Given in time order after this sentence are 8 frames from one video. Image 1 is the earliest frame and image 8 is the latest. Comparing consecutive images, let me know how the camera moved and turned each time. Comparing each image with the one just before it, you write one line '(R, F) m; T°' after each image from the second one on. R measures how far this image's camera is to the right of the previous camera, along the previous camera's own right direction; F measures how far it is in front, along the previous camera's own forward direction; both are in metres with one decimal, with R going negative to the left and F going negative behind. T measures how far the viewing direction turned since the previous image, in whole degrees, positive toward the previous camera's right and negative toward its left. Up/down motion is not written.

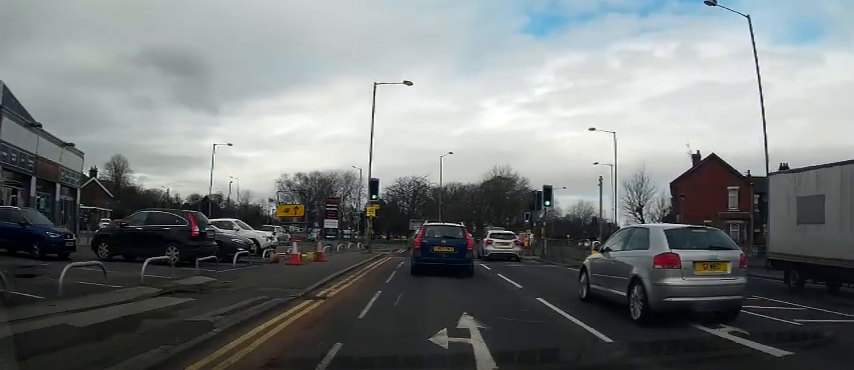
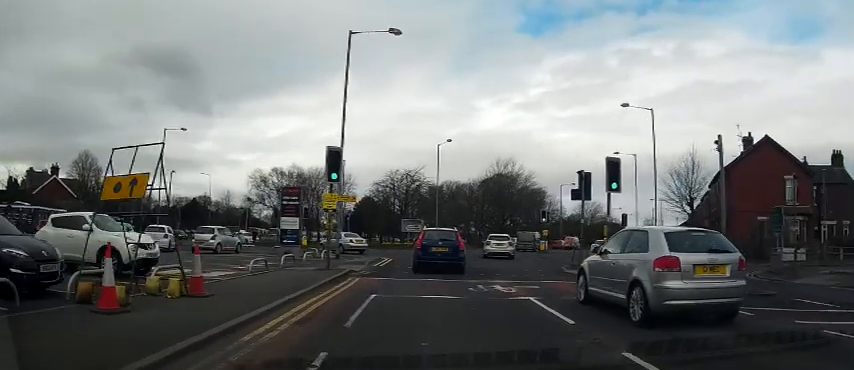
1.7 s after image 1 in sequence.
(+0.6, +11.1) m; +5°
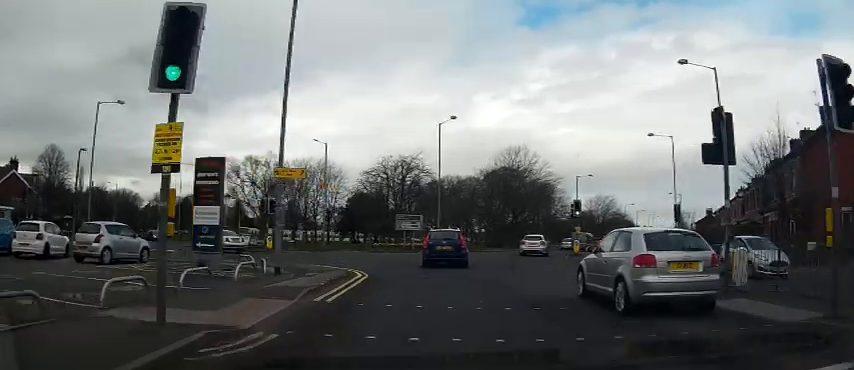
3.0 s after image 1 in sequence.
(+0.3, +10.9) m; +2°
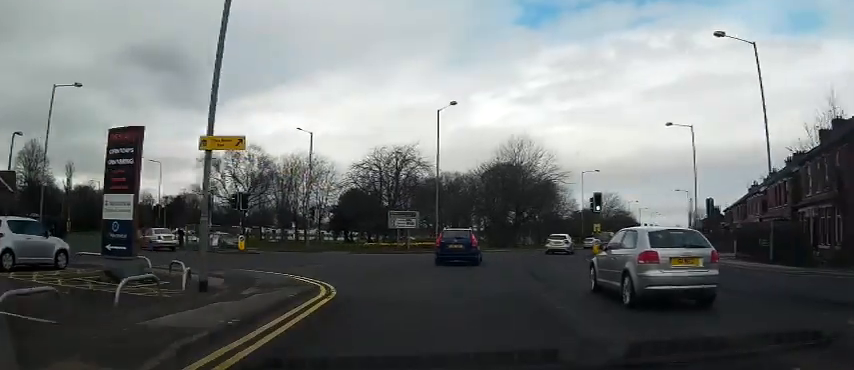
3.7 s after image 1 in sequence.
(+0.1, +5.4) m; -1°
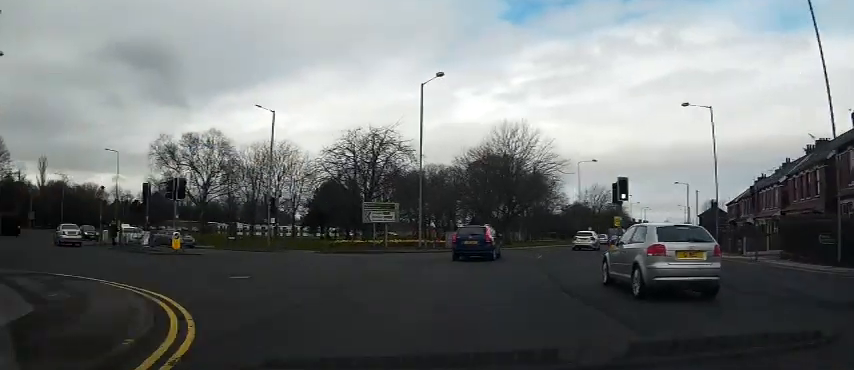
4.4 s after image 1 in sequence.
(-0.1, +6.7) m; +2°
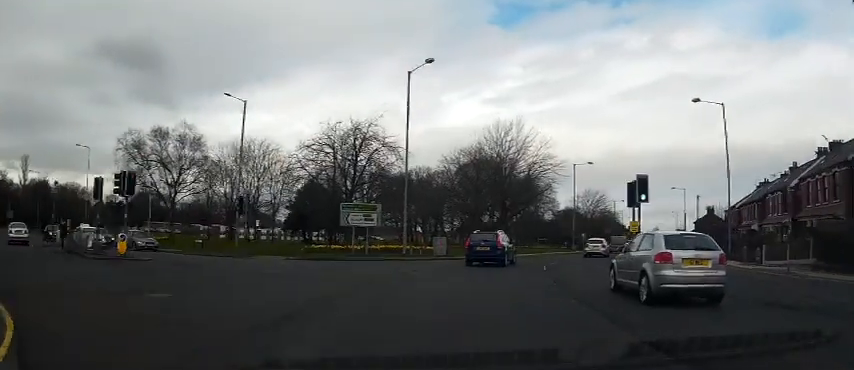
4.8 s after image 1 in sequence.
(-0.2, +4.0) m; +2°
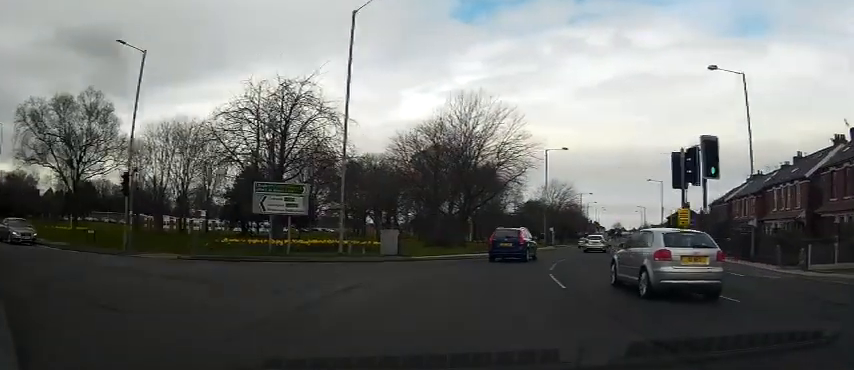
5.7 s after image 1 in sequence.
(+0.8, +8.9) m; +5°
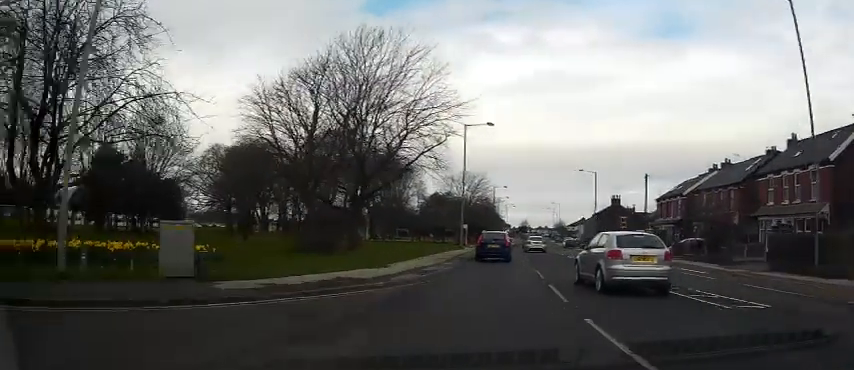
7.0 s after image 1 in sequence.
(+0.7, +14.3) m; +8°
